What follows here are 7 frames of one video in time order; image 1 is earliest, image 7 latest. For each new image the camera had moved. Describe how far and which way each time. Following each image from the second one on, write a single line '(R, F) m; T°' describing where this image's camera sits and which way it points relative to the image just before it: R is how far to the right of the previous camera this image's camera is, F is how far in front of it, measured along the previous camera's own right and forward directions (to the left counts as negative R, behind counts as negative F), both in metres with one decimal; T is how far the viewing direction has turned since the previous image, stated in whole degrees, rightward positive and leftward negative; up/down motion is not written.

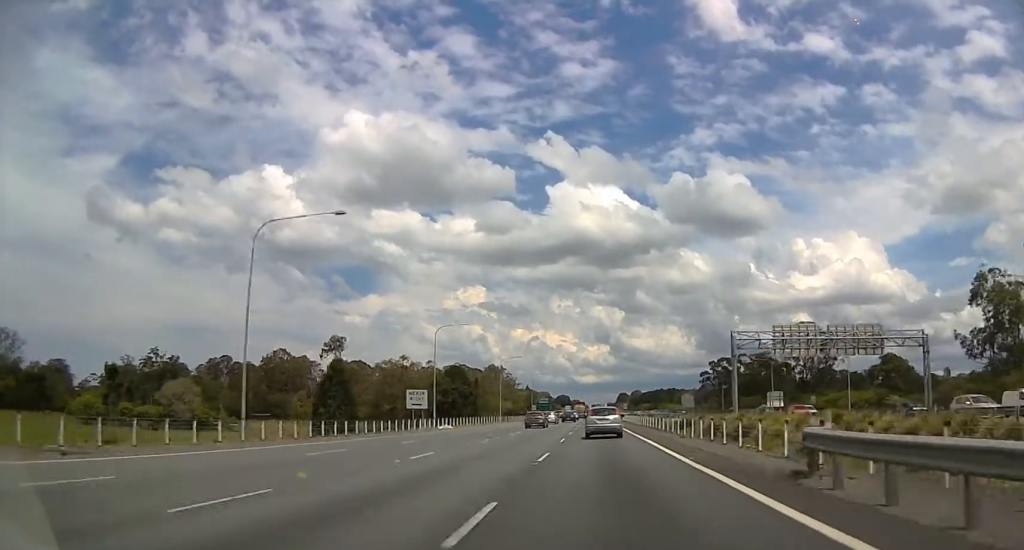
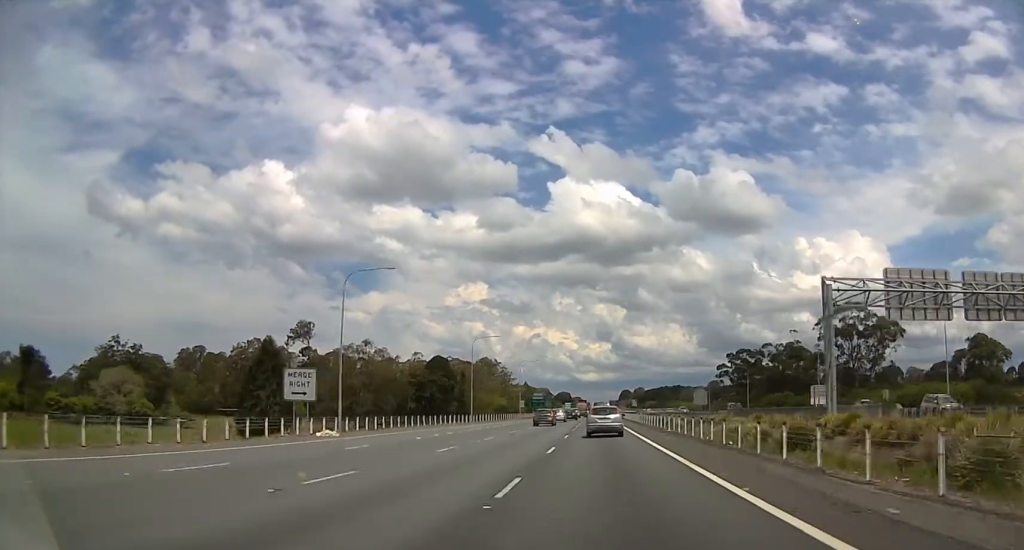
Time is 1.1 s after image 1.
(+1.2, +31.9) m; 0°
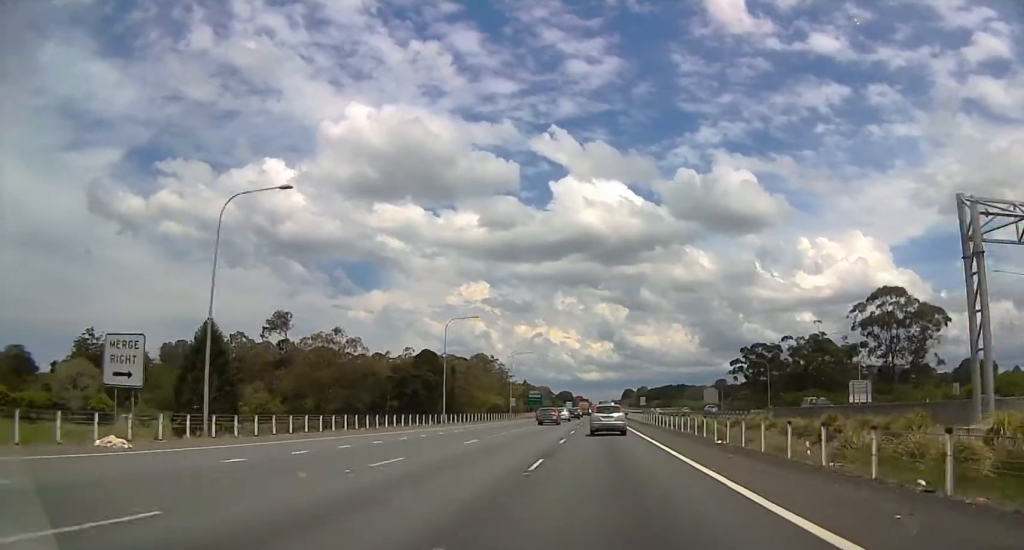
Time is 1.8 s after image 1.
(-0.8, +19.5) m; 0°
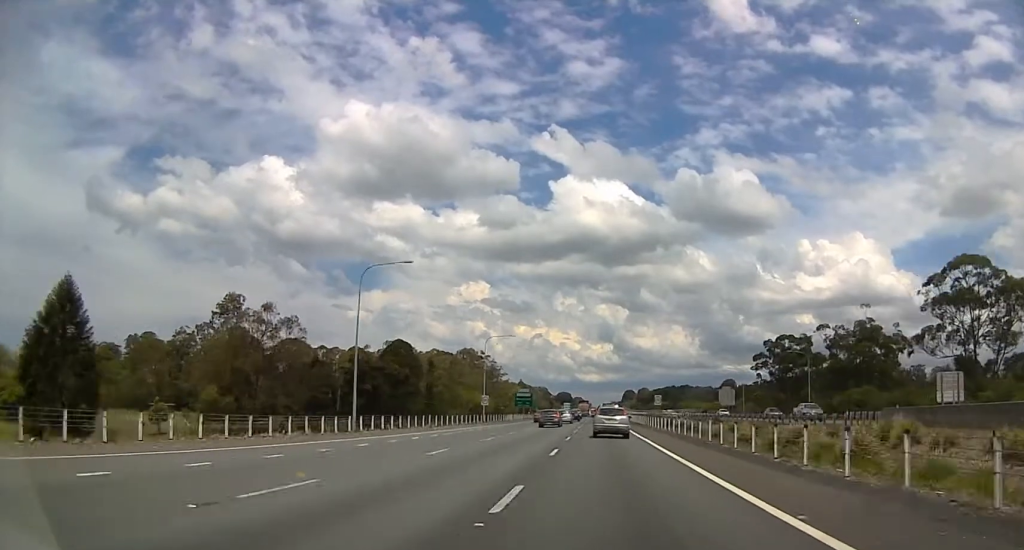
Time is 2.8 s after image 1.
(+0.5, +30.3) m; 0°
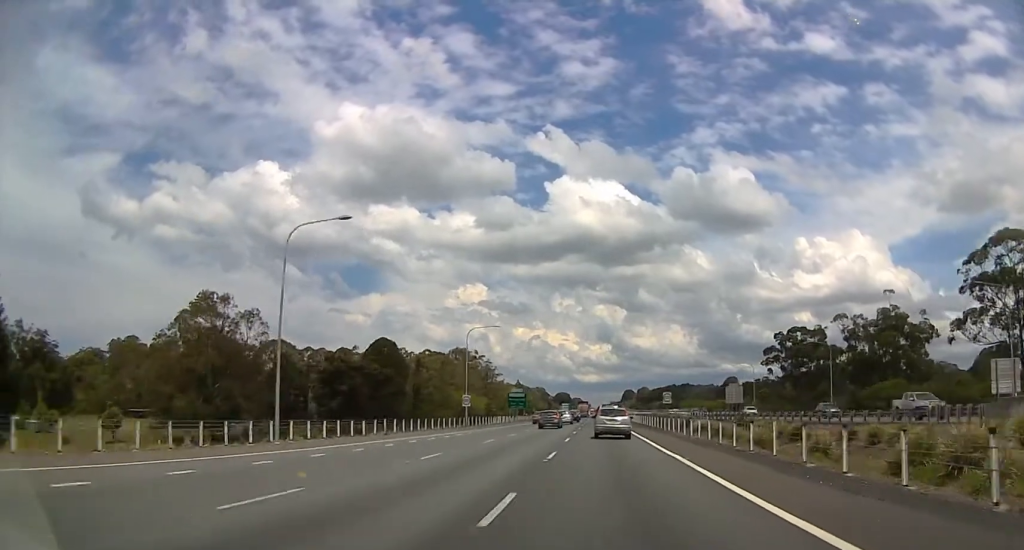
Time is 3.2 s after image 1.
(+0.1, +12.7) m; 0°
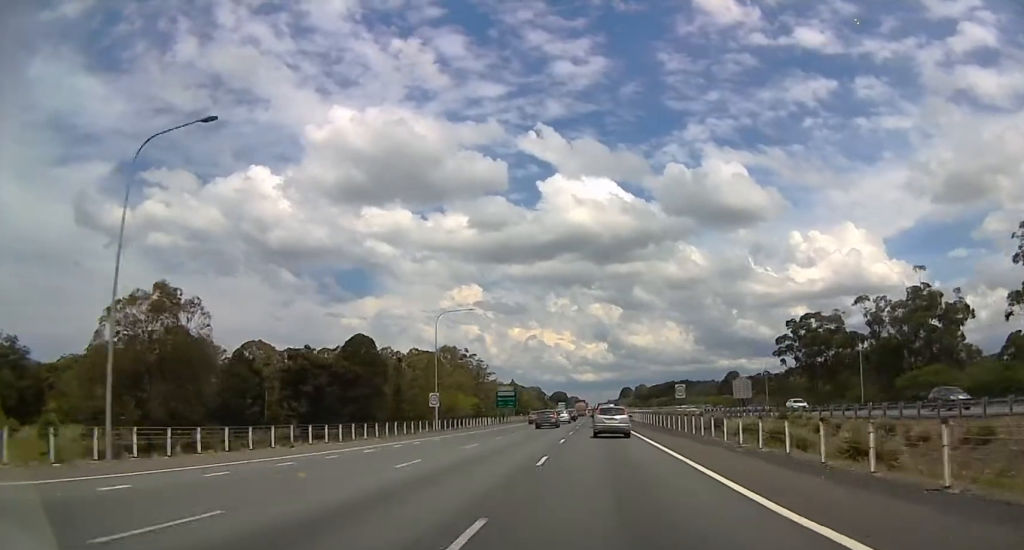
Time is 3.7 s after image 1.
(-0.6, +14.8) m; 0°
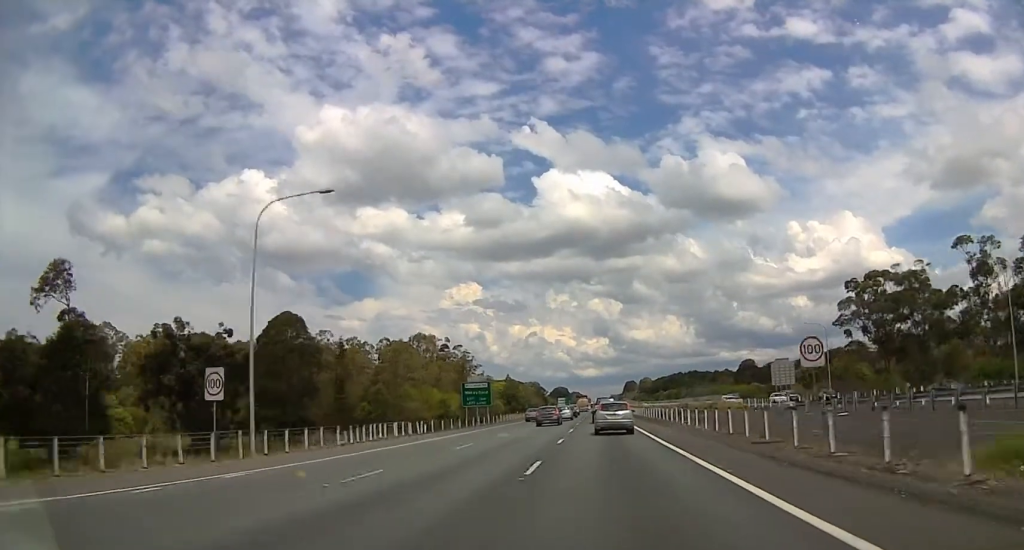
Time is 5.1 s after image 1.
(+0.8, +39.5) m; 0°
